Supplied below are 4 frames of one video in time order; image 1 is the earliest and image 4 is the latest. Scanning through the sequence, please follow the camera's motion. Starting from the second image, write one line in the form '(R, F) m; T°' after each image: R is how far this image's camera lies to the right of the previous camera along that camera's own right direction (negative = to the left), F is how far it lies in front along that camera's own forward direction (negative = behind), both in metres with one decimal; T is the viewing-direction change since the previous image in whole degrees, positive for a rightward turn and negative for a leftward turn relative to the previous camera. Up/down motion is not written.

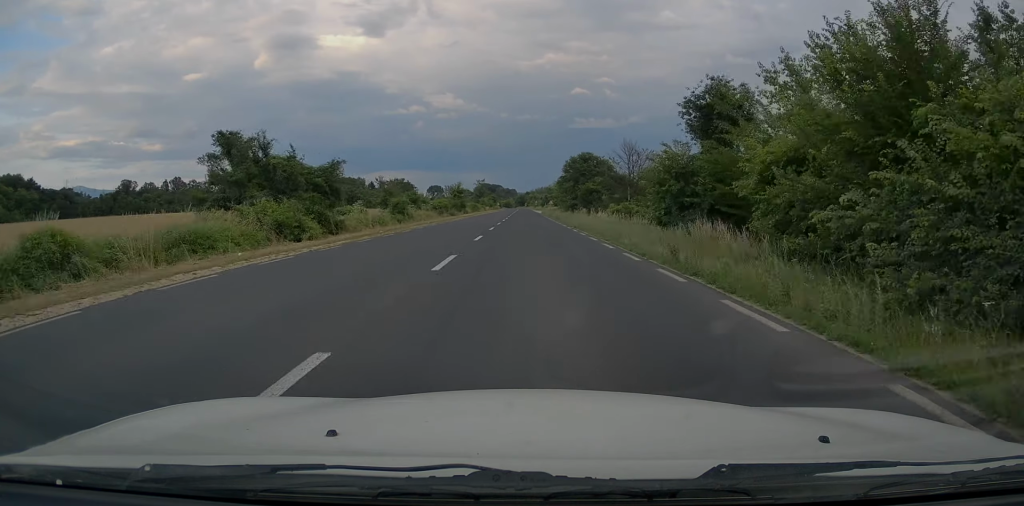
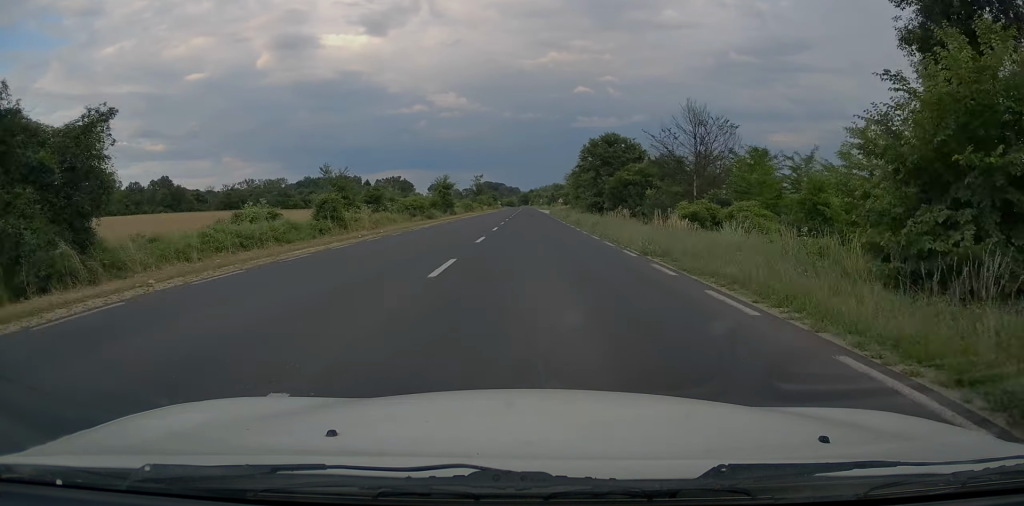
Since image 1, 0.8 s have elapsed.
(+0.2, +18.7) m; +1°
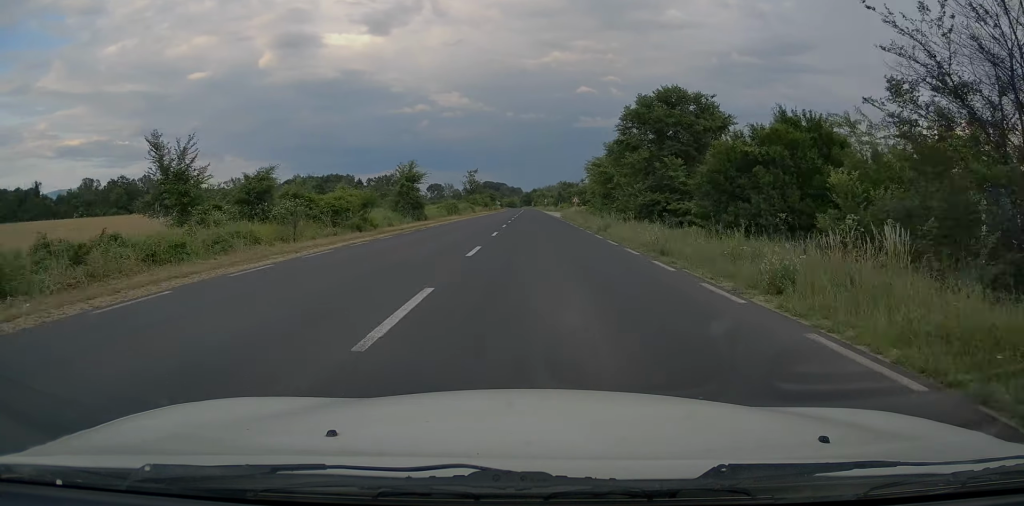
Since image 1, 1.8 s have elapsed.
(+0.1, +22.6) m; 0°
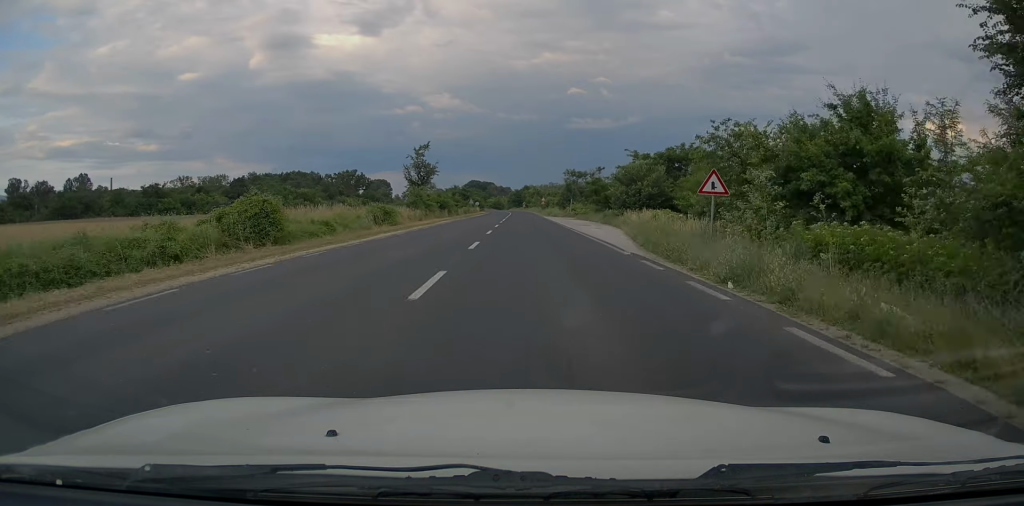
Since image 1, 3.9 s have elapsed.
(-0.3, +50.6) m; 0°
